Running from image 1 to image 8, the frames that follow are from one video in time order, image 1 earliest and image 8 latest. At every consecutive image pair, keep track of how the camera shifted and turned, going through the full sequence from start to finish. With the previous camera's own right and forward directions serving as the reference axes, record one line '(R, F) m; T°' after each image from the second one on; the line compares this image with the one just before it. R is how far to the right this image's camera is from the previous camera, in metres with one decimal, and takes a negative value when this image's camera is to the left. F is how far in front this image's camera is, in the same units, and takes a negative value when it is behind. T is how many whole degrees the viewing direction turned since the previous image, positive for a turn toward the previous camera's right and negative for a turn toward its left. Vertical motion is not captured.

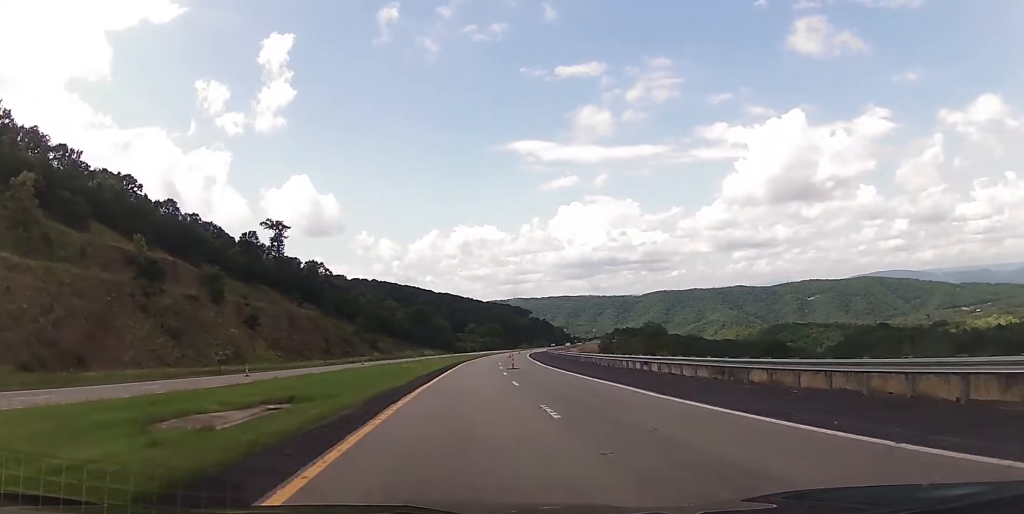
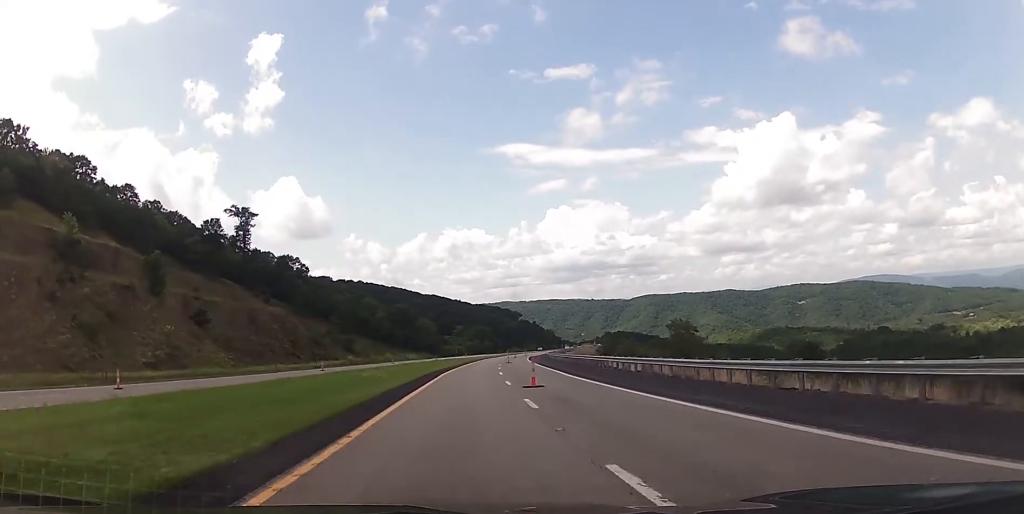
(+0.7, +21.6) m; +2°
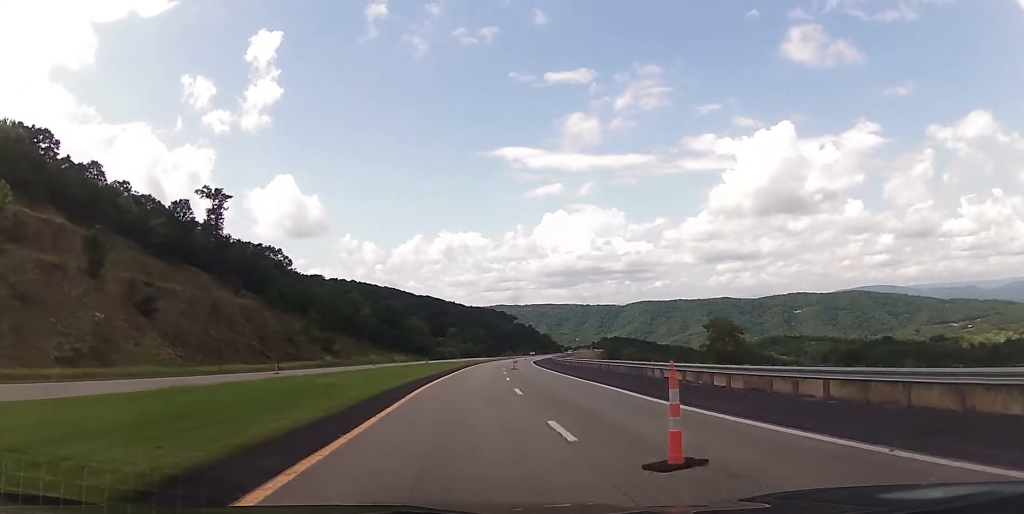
(+0.2, +18.4) m; +1°
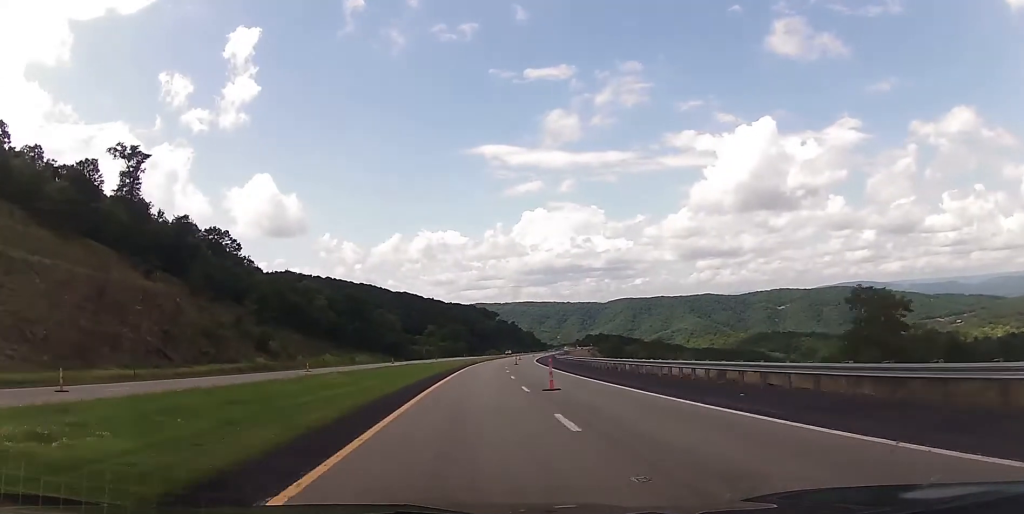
(0.0, +35.4) m; +1°
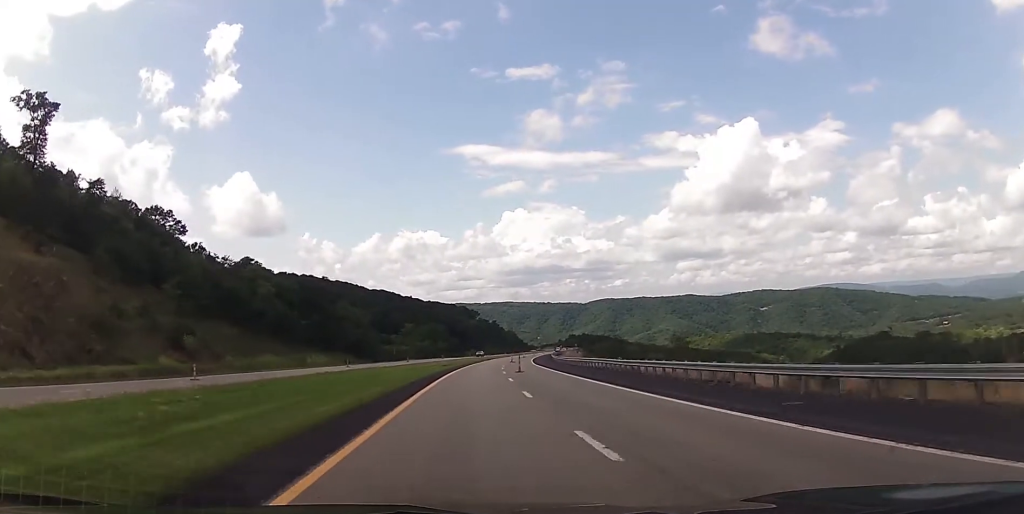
(+0.6, +28.2) m; +1°
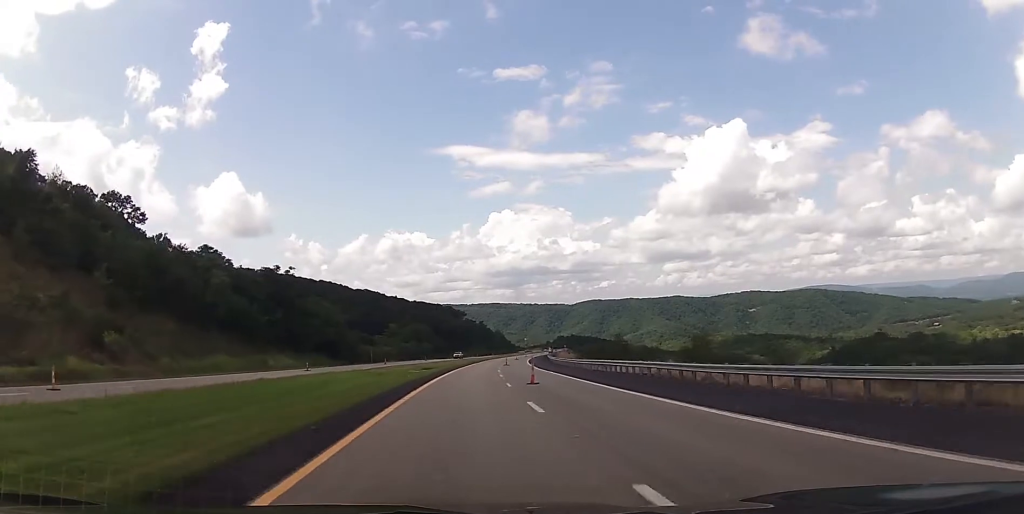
(0.0, +17.1) m; +1°
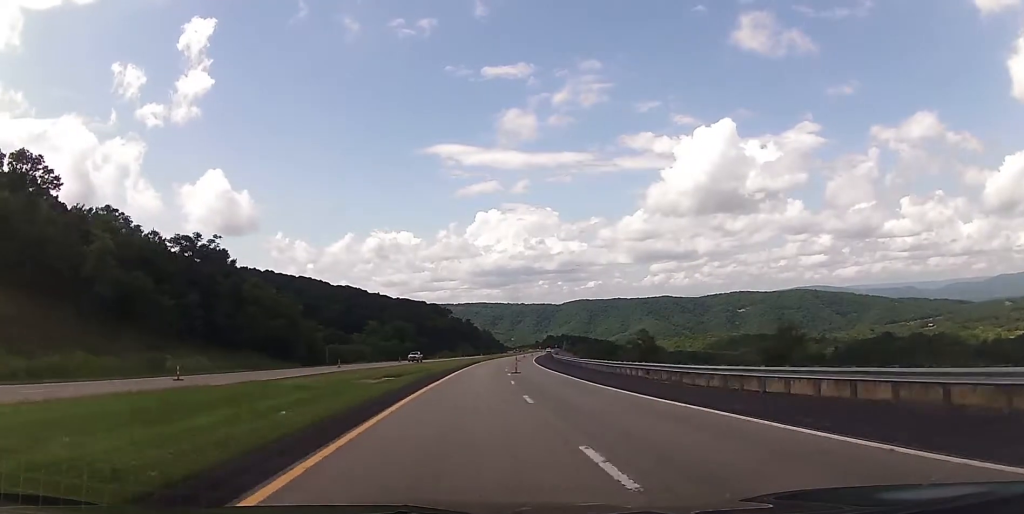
(+0.6, +33.5) m; +2°
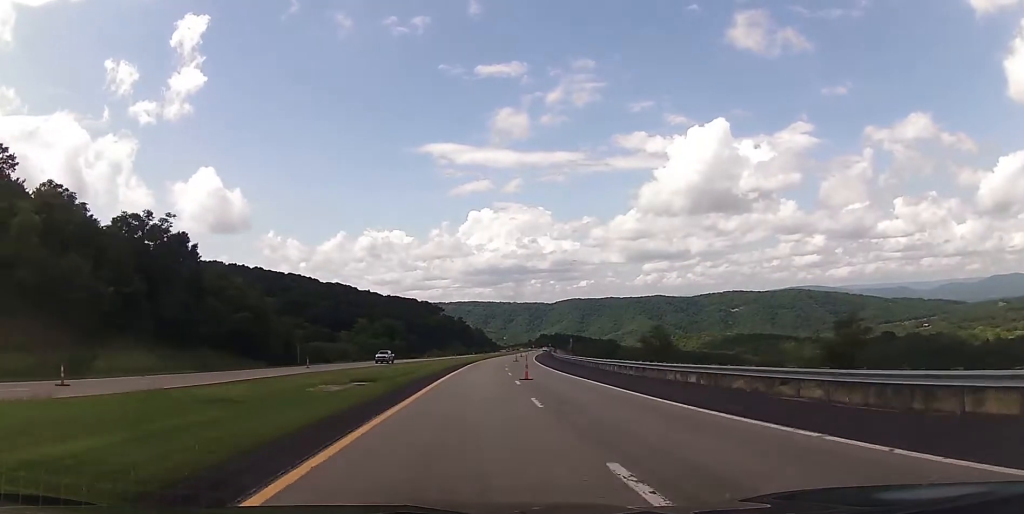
(0.0, +13.8) m; +1°
